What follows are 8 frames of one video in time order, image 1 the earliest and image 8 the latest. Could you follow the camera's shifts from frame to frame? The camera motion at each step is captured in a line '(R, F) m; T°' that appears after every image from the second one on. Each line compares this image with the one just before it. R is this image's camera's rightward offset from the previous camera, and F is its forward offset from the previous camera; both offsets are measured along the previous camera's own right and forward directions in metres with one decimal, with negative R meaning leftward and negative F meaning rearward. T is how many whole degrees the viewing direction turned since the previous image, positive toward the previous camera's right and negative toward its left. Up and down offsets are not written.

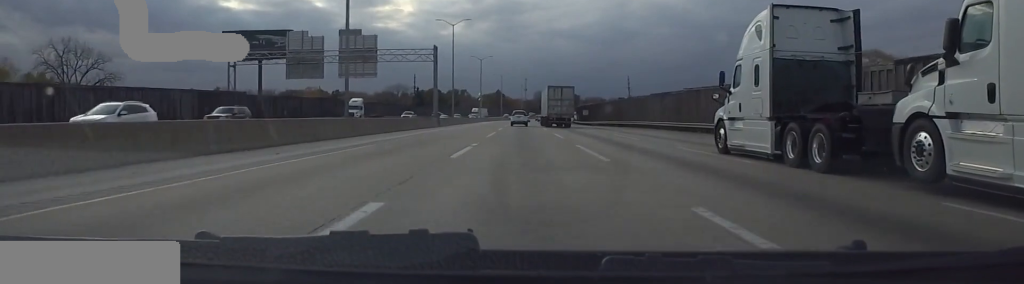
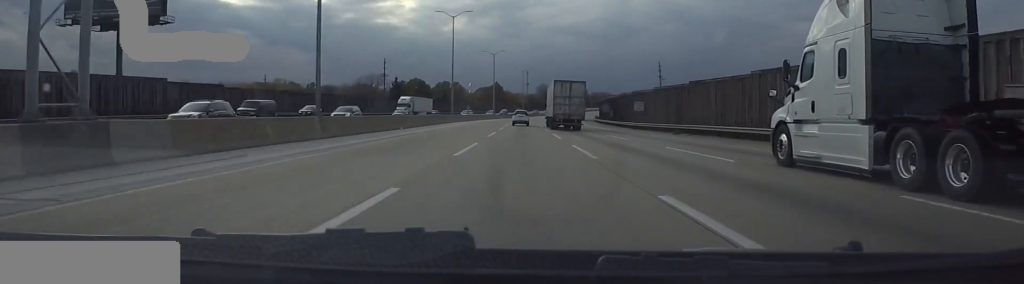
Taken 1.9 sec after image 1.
(+0.4, +61.2) m; +3°
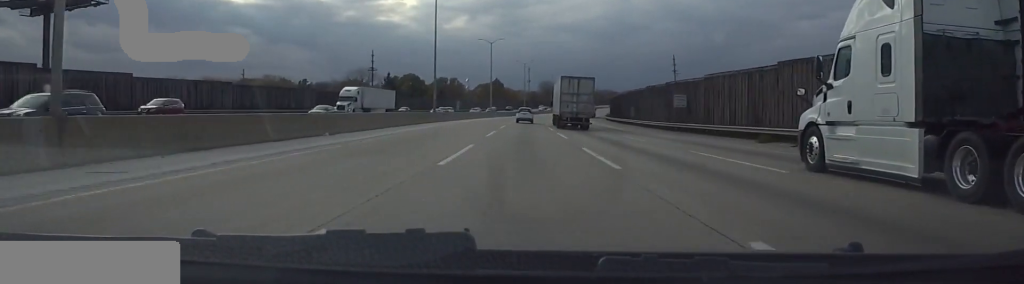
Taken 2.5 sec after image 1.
(0.0, +18.9) m; 0°
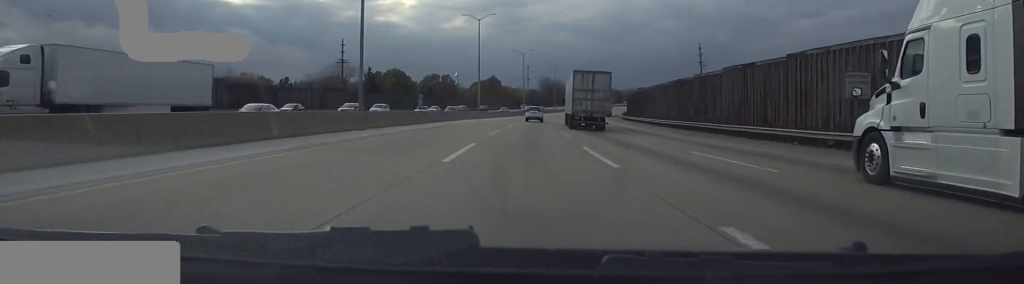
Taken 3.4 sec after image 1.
(0.0, +30.0) m; 0°
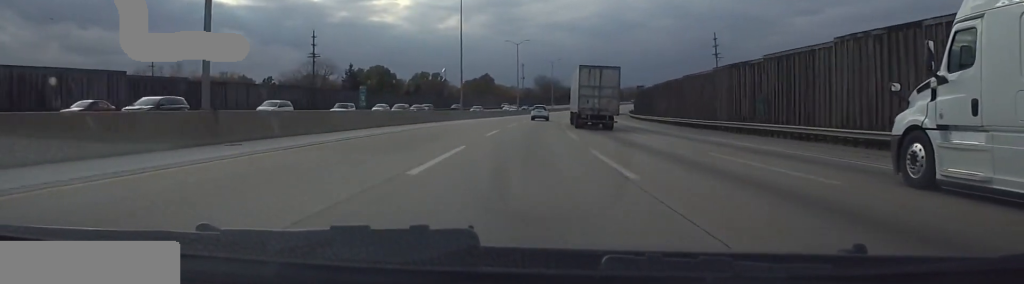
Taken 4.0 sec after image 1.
(0.0, +17.7) m; 0°
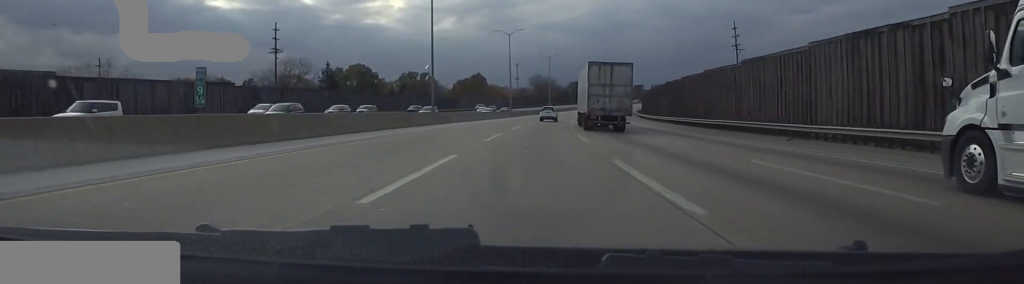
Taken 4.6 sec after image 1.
(0.0, +18.4) m; 0°
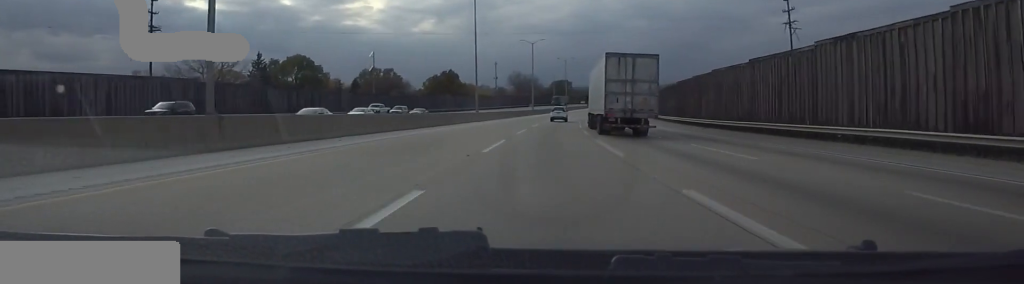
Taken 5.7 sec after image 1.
(+0.1, +36.8) m; +2°
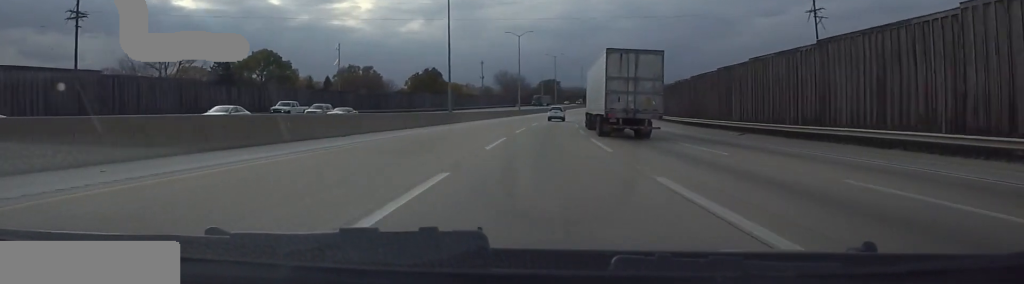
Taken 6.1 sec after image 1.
(+0.3, +13.4) m; +1°
